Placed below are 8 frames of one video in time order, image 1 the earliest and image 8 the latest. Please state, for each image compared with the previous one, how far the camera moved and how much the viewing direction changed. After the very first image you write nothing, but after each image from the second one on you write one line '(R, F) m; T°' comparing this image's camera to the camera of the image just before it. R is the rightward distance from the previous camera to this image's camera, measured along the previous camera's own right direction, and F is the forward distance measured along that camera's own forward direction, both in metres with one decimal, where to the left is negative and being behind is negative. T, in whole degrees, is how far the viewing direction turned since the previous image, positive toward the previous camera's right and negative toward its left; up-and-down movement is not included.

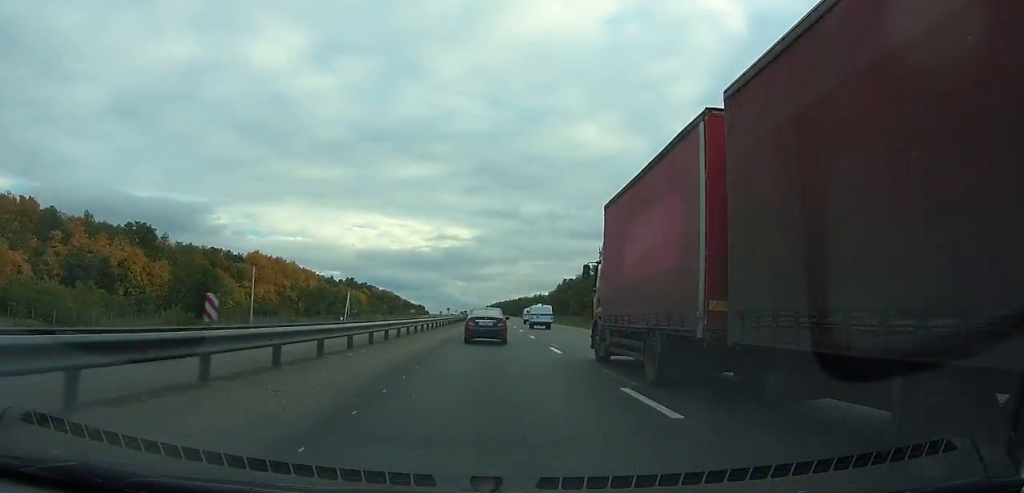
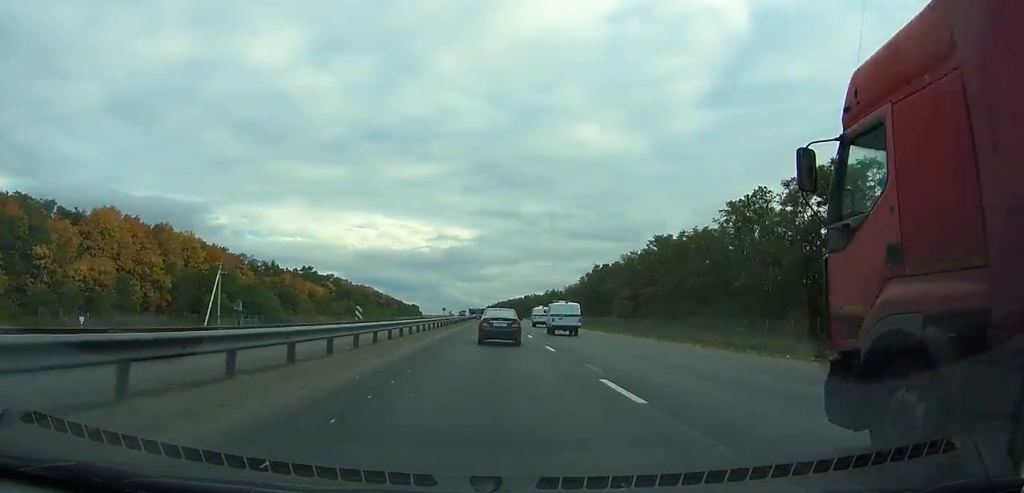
(+0.1, +70.1) m; 0°
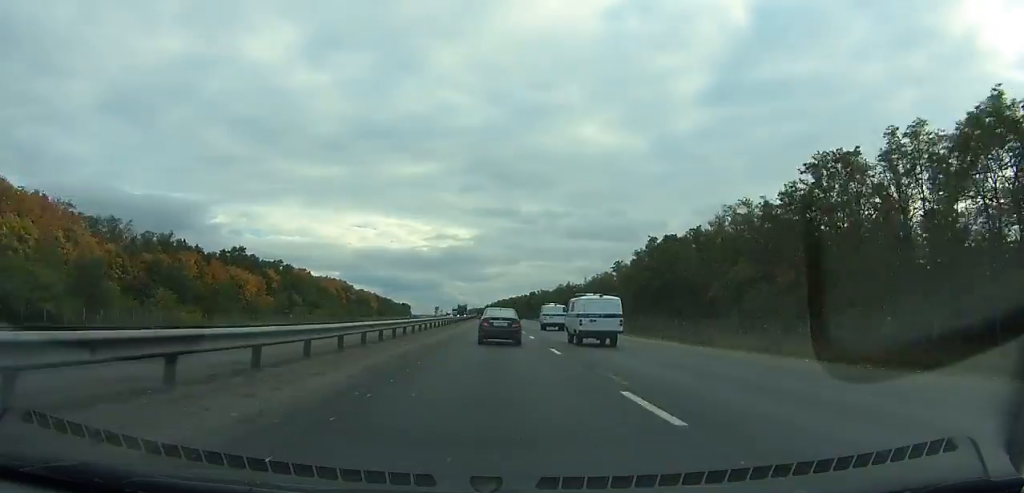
(0.0, +61.5) m; 0°
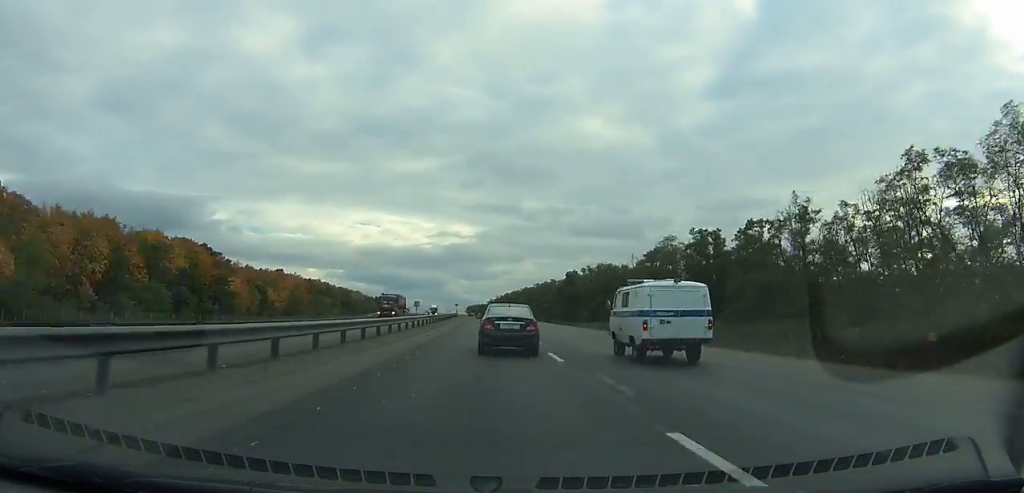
(-0.1, +145.8) m; 0°
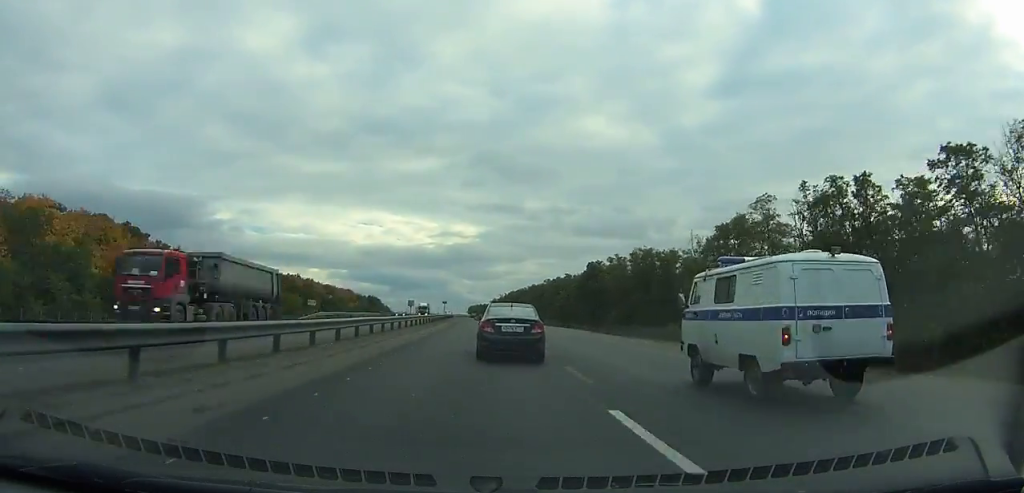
(0.0, +34.5) m; 0°
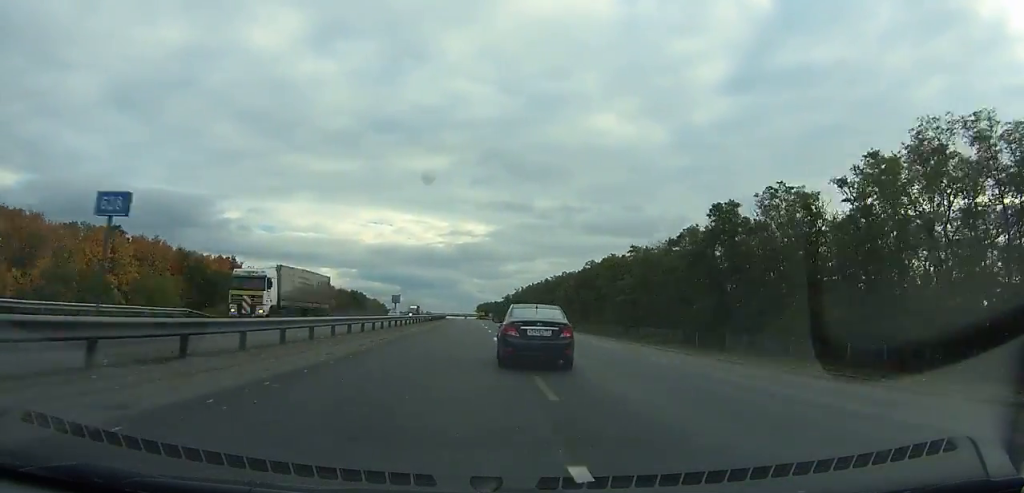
(-0.2, +76.4) m; -1°
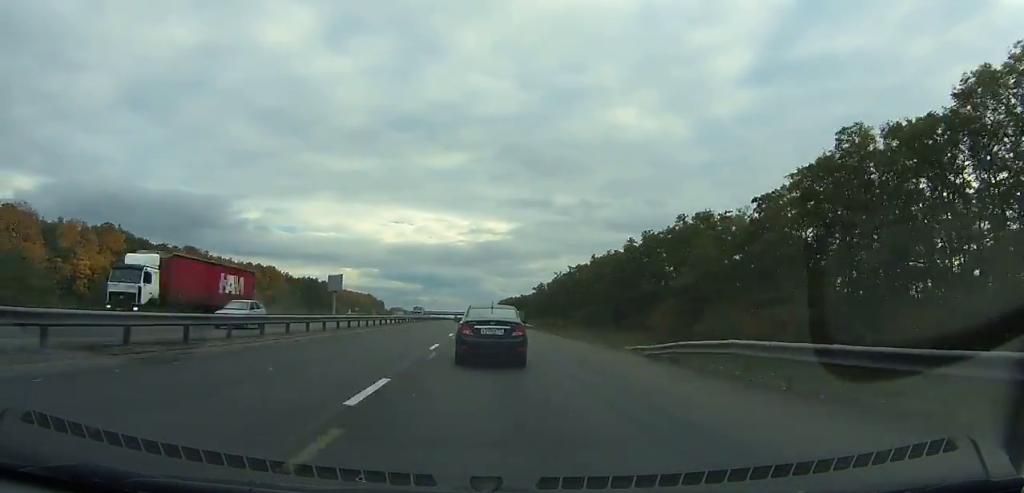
(-1.9, +105.1) m; -2°
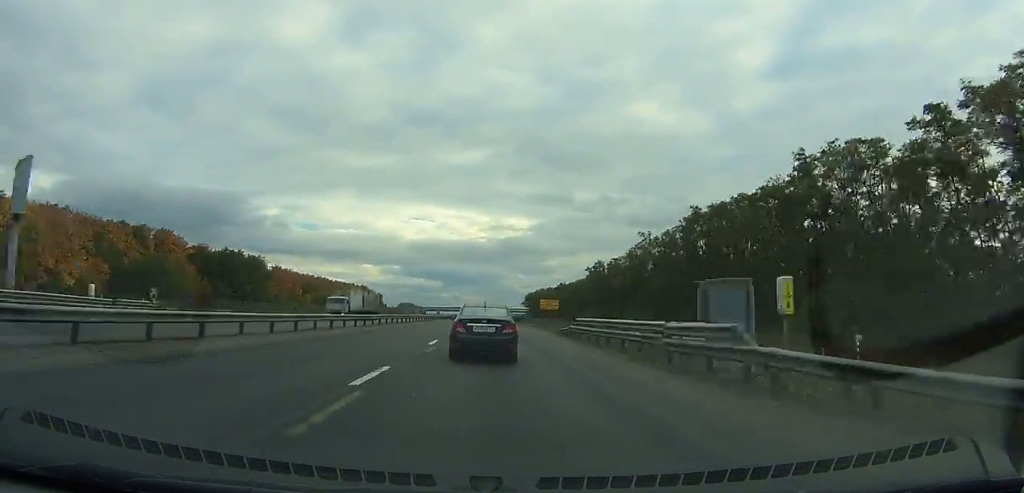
(-1.6, +82.2) m; -2°
